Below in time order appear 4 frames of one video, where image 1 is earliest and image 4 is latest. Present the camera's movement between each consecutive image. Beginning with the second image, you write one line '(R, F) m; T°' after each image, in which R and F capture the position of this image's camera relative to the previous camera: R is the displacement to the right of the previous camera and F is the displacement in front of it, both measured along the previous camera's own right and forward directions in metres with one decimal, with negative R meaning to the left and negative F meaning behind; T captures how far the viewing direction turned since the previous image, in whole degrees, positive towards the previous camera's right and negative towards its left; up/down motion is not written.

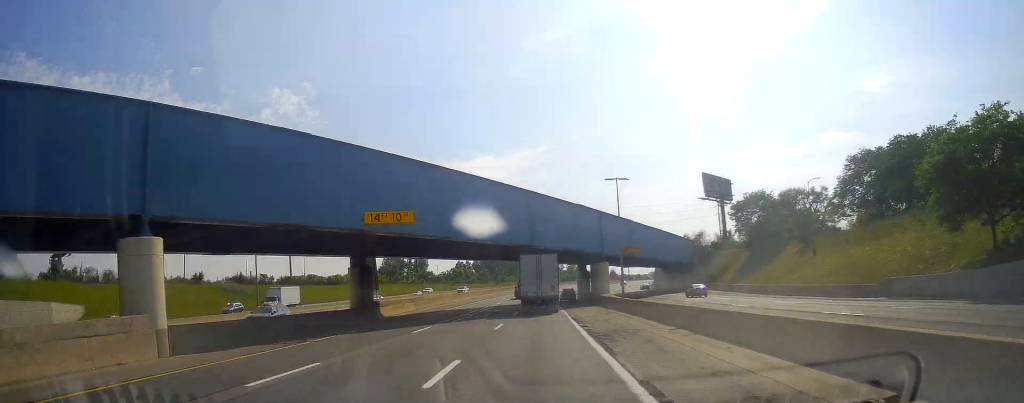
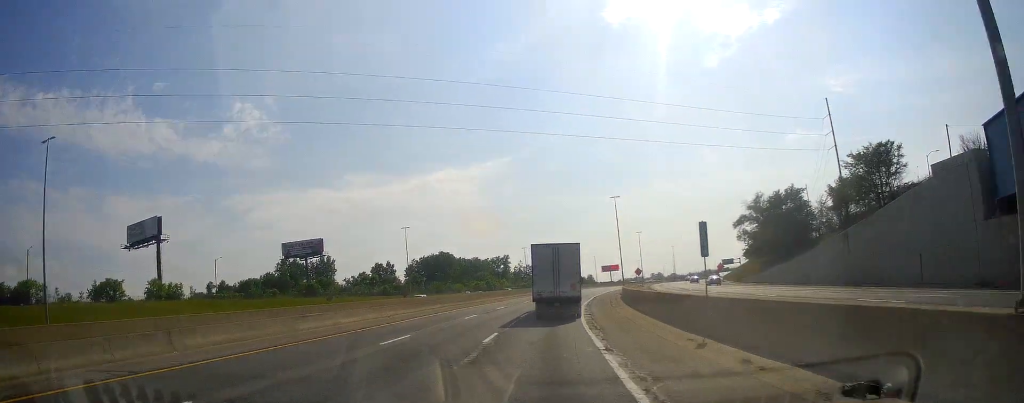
(+2.5, +110.5) m; +2°
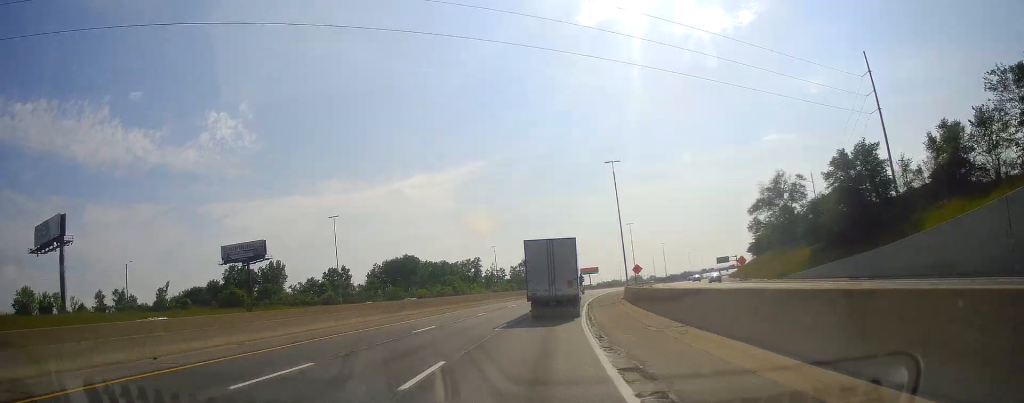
(-0.3, +25.9) m; +1°
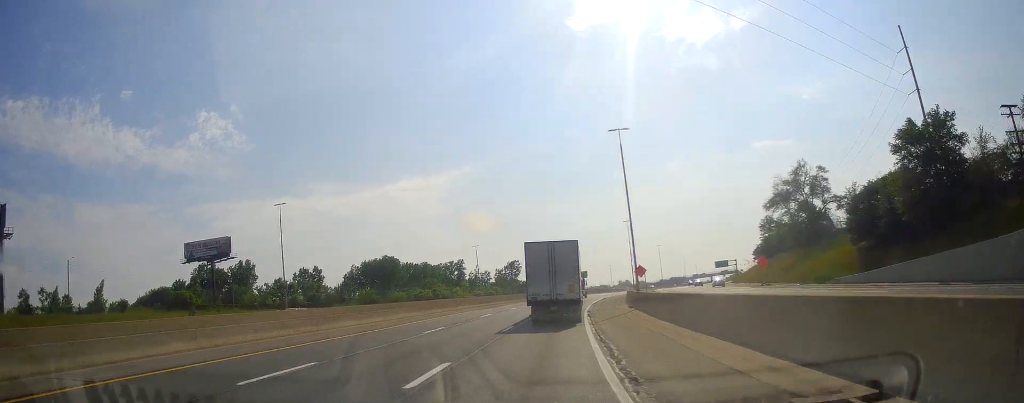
(+0.3, +14.3) m; +2°
